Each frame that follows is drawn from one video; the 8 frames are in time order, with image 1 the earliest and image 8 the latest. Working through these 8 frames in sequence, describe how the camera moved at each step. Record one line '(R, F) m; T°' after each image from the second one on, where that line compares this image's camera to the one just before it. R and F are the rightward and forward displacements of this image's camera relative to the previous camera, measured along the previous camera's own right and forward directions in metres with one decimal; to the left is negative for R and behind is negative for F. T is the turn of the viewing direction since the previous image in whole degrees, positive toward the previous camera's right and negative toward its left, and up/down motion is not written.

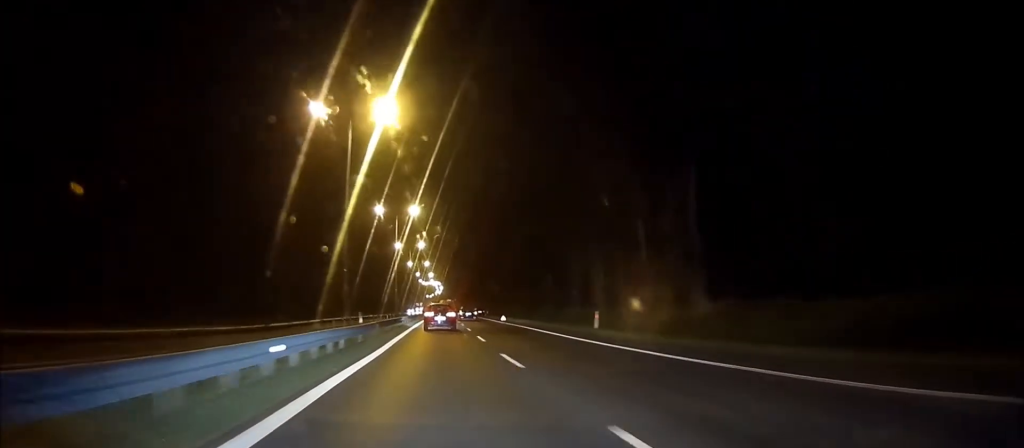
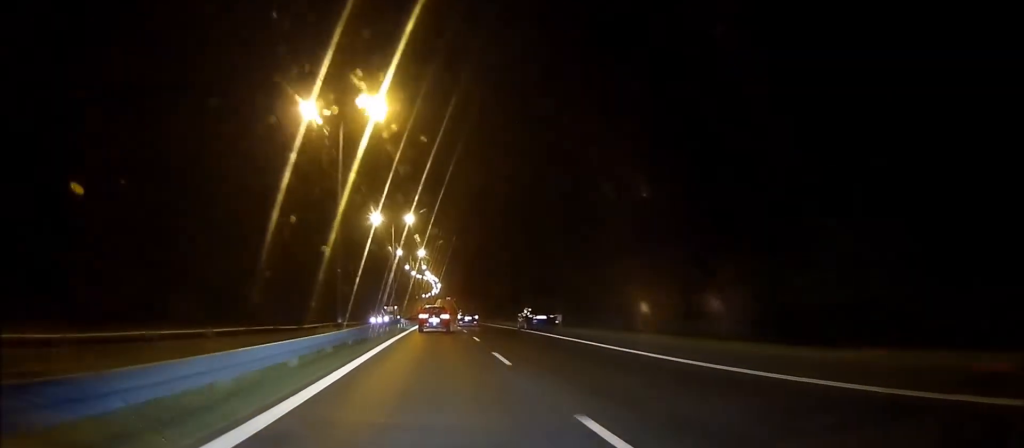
(-1.2, +69.3) m; 0°
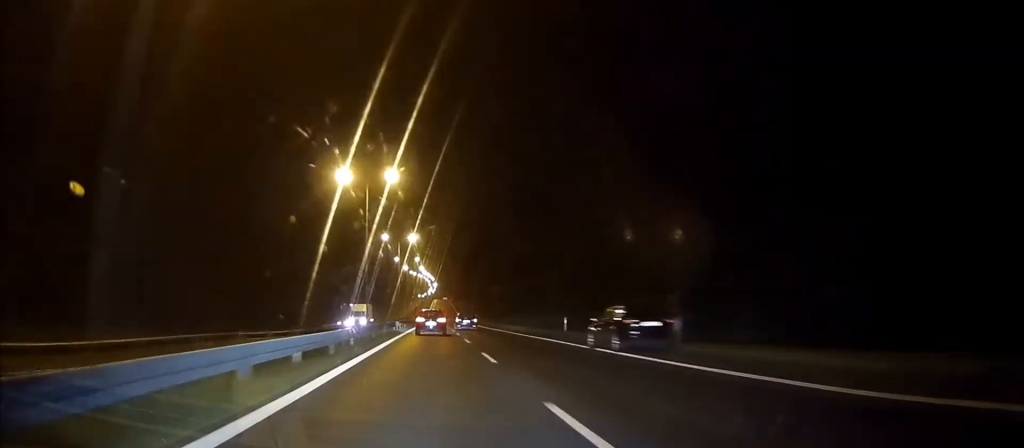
(0.0, +22.4) m; 0°
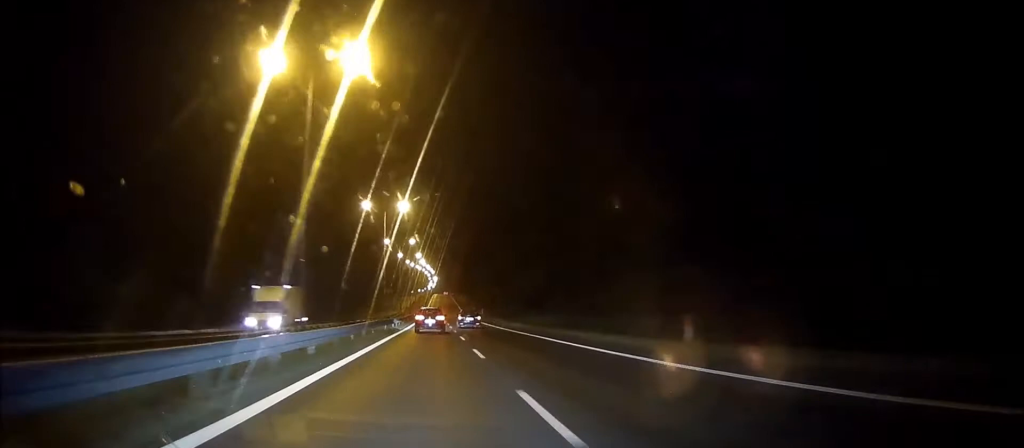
(+0.2, +22.7) m; 0°
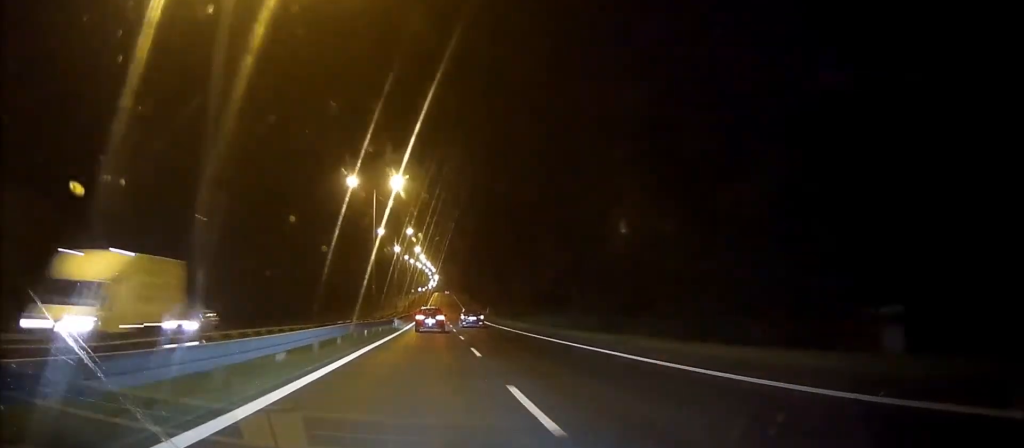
(-0.1, +11.4) m; 0°
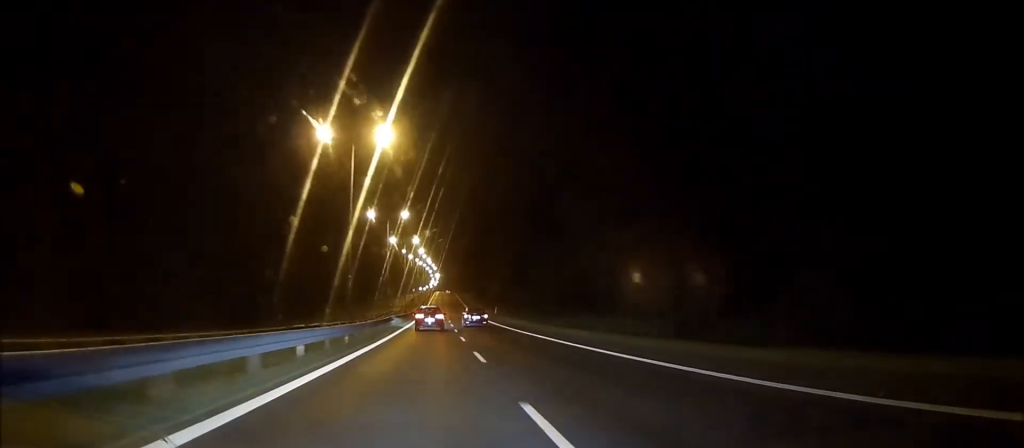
(-0.3, +14.4) m; 0°
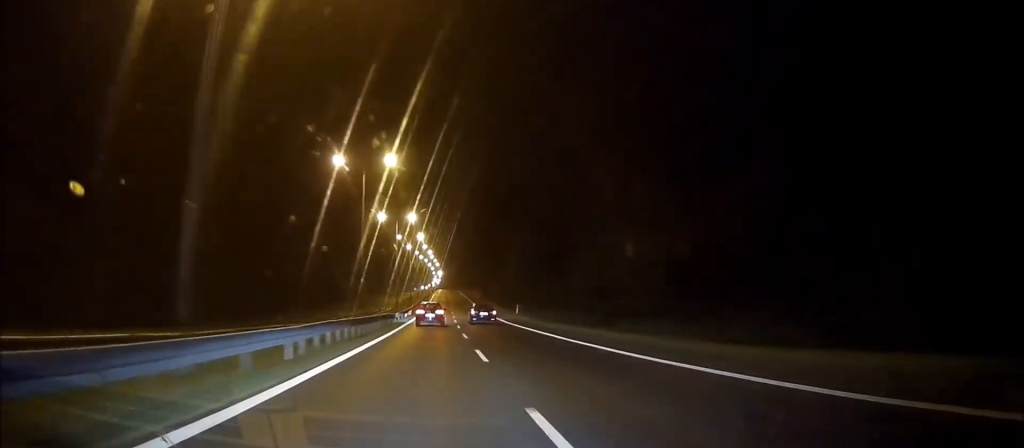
(0.0, +25.1) m; 0°
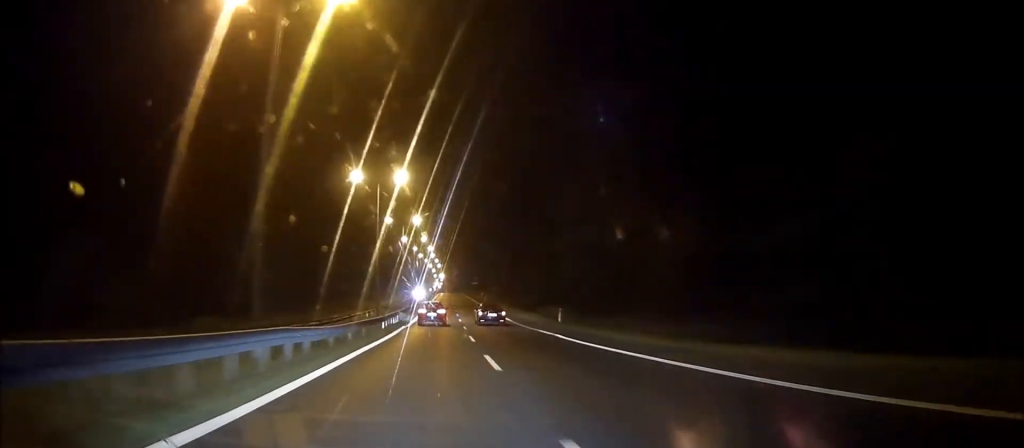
(+0.2, +26.4) m; 0°
